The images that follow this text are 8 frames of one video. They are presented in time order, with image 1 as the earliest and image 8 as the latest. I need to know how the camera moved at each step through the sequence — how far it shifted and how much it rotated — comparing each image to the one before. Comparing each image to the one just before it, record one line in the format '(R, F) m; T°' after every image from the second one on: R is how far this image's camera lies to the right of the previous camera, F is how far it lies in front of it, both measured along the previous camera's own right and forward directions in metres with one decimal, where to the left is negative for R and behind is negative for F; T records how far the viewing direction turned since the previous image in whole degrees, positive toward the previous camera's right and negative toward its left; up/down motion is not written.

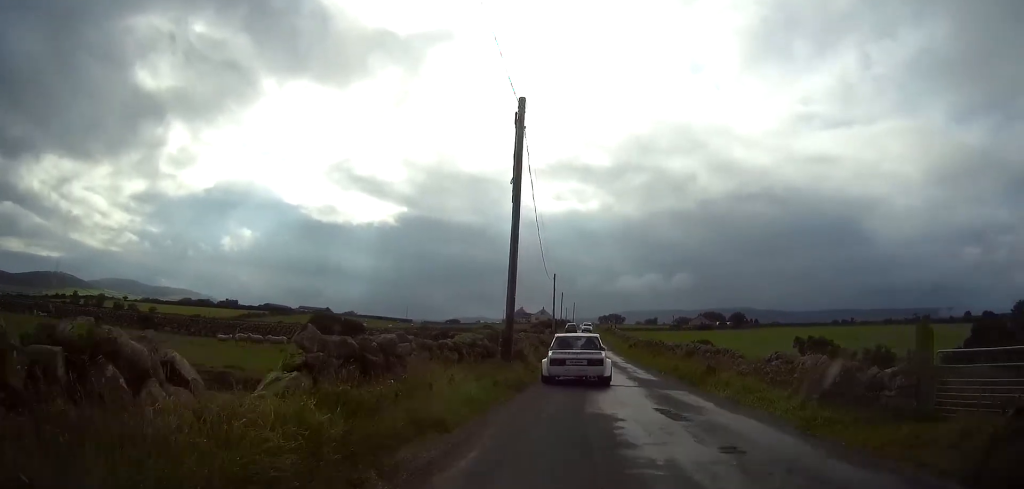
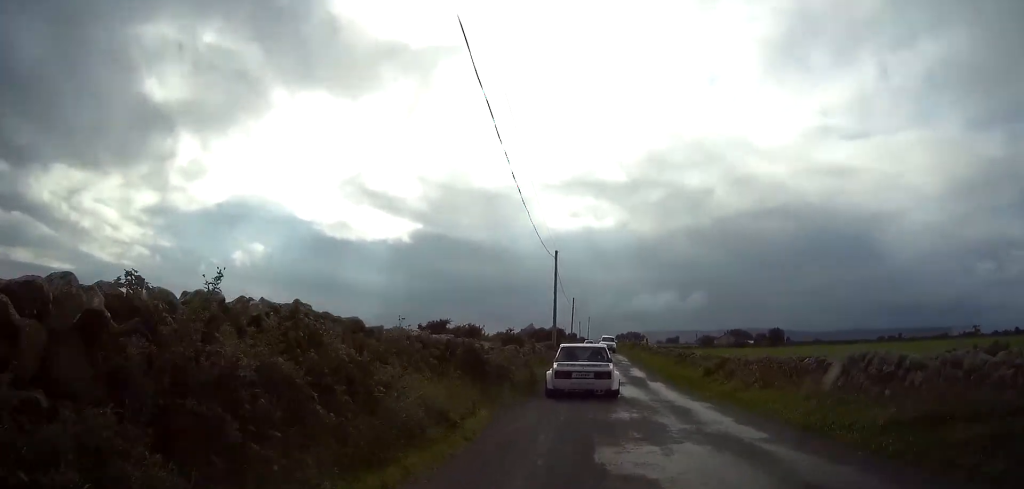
(-0.2, +25.8) m; -1°
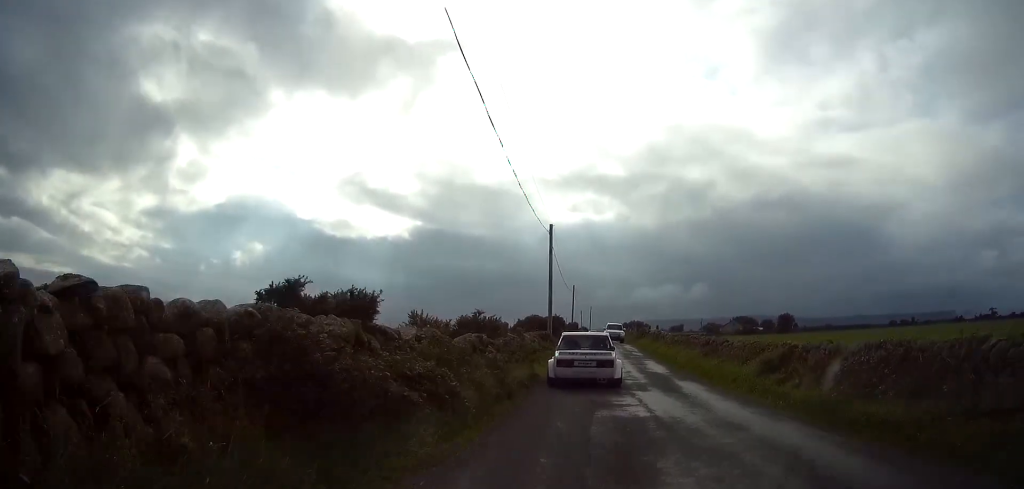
(0.0, +7.4) m; 0°
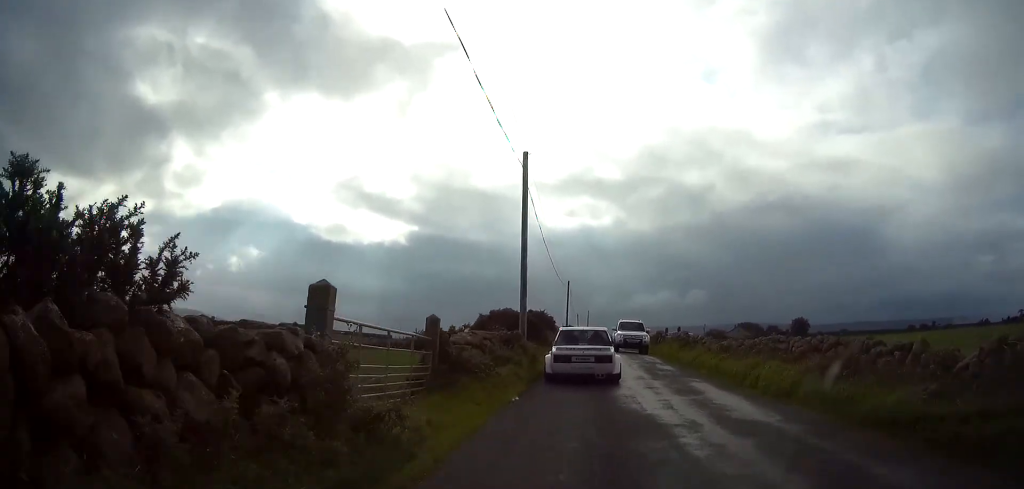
(-0.1, +14.3) m; 0°
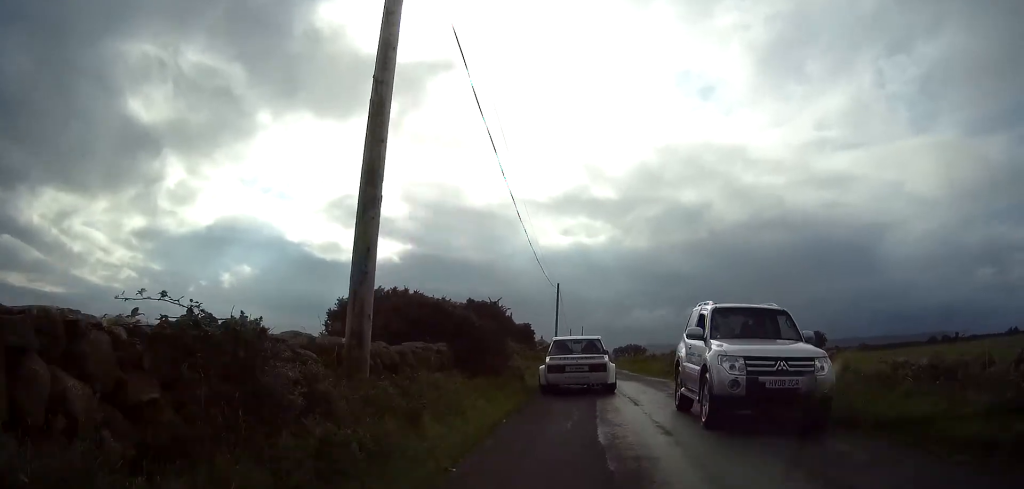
(+0.2, +15.3) m; +1°
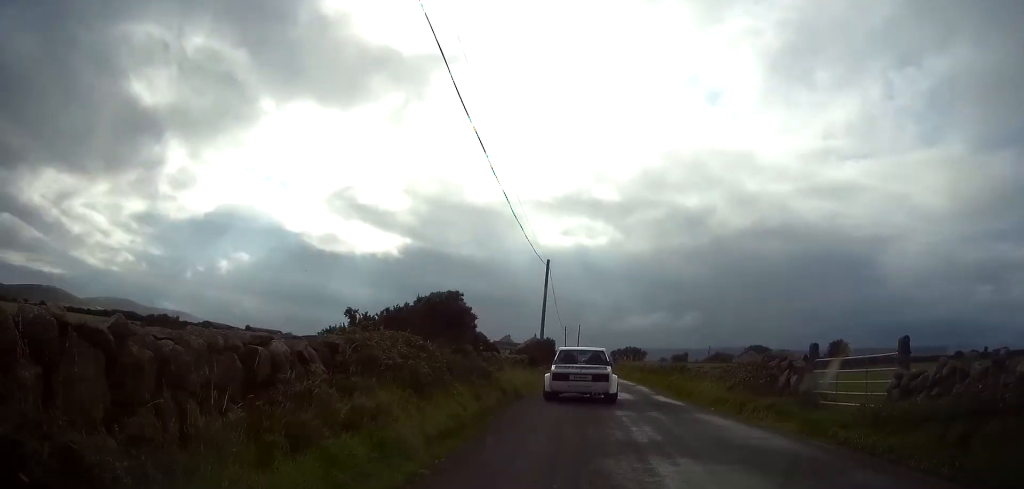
(0.0, +15.7) m; 0°
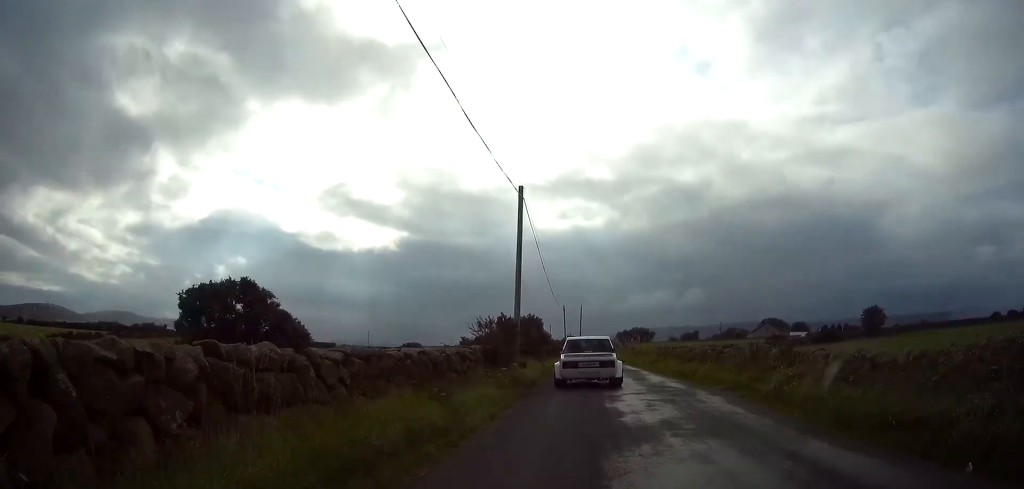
(0.0, +15.7) m; 0°
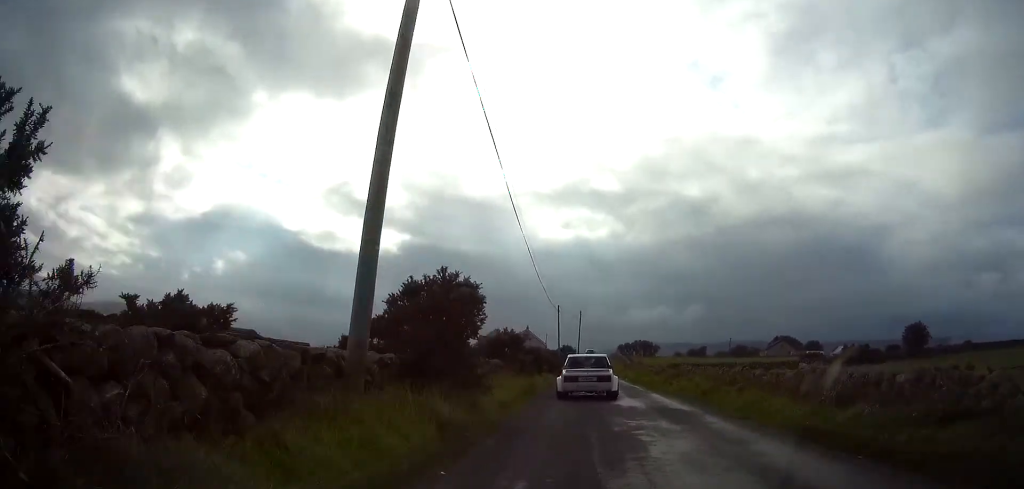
(-0.1, +17.4) m; 0°
